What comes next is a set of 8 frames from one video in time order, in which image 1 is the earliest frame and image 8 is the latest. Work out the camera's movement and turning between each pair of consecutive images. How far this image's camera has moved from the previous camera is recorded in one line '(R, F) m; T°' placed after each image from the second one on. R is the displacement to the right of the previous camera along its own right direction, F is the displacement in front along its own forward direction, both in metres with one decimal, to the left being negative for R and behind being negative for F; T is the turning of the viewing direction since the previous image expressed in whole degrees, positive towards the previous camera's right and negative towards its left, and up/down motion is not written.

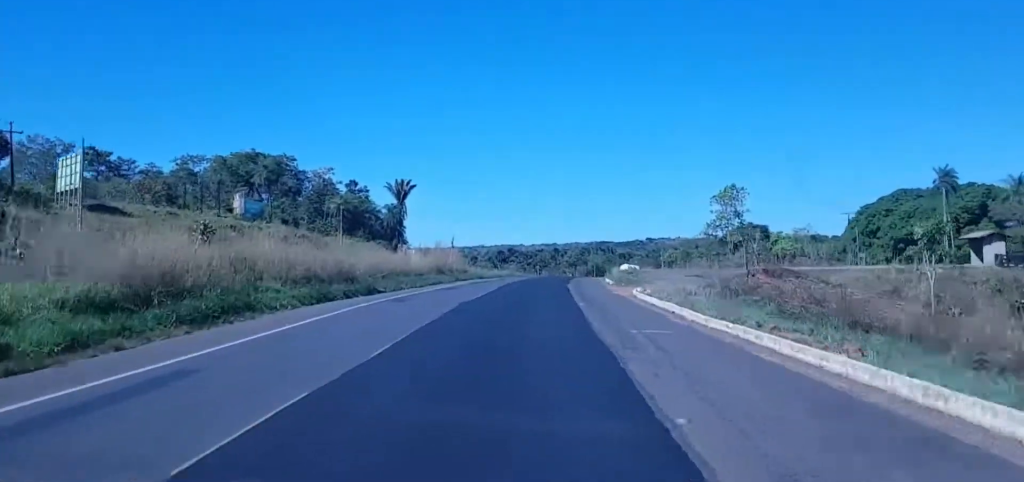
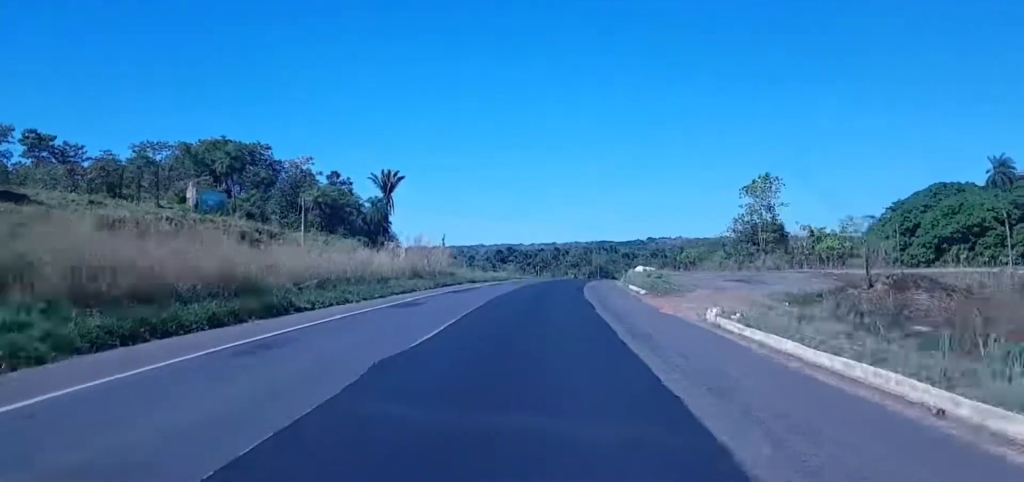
(-0.3, +19.2) m; 0°
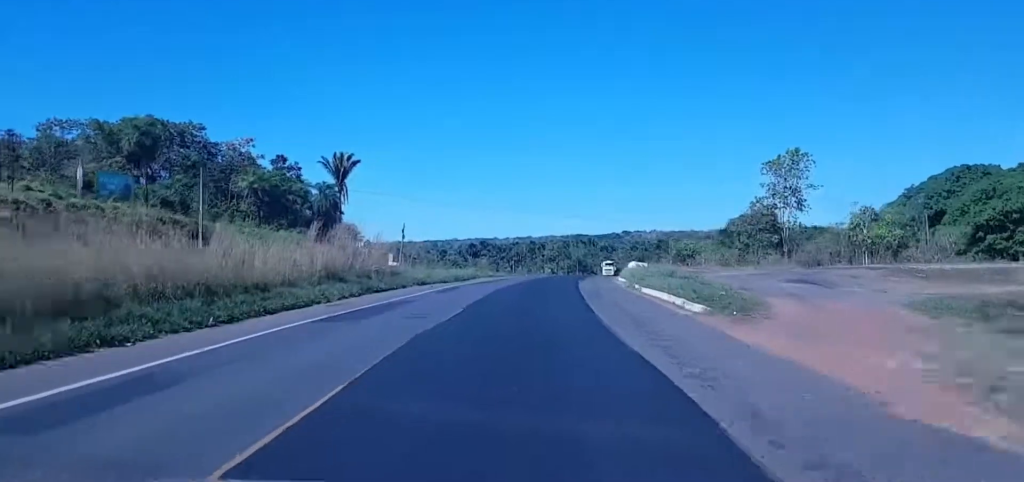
(+0.1, +22.7) m; +1°
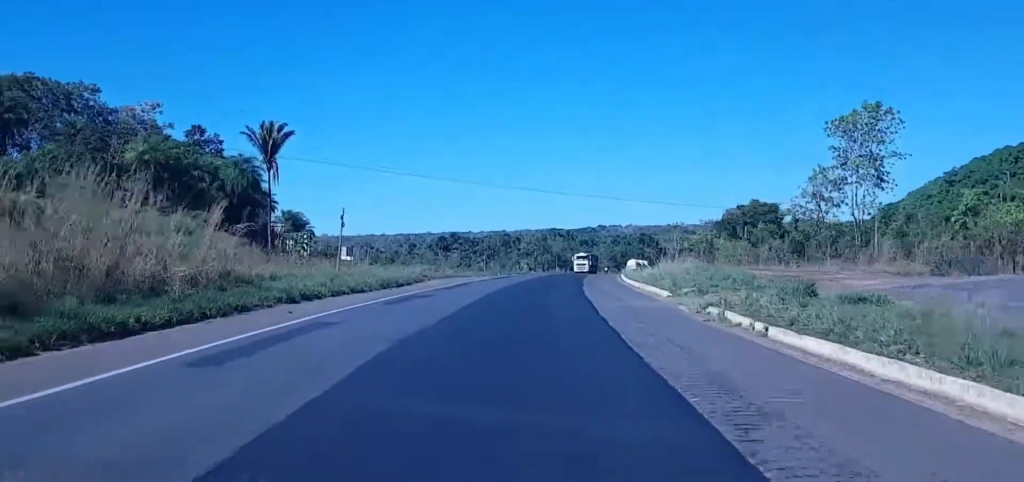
(+0.3, +30.0) m; +2°
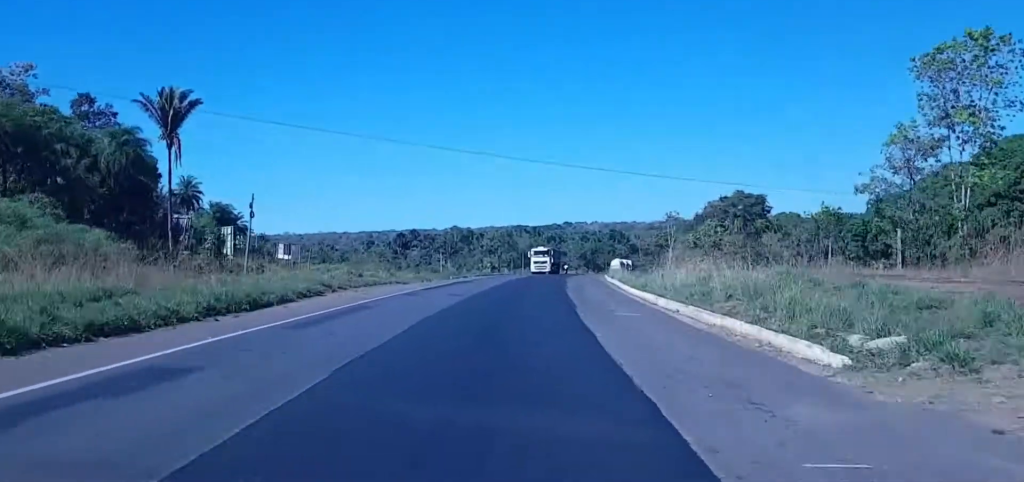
(+0.4, +23.9) m; +1°
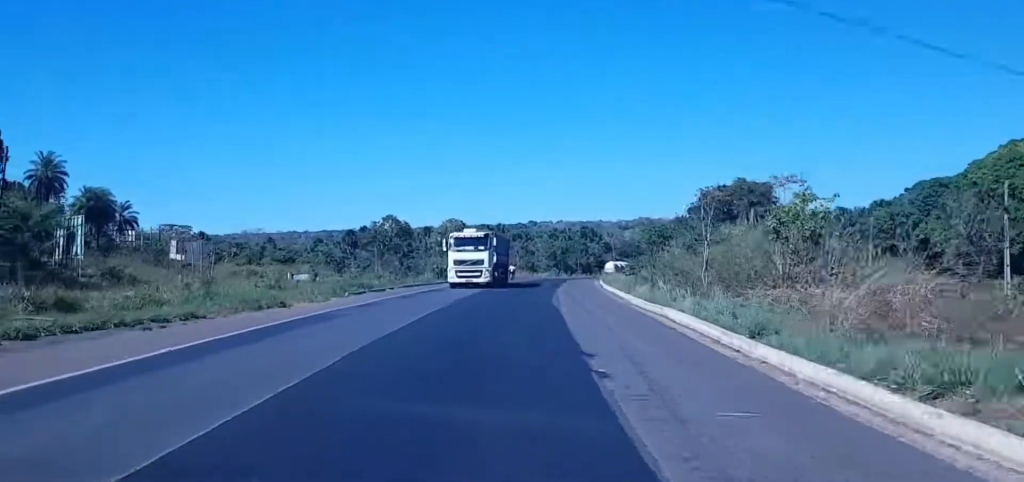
(+0.3, +37.5) m; +1°
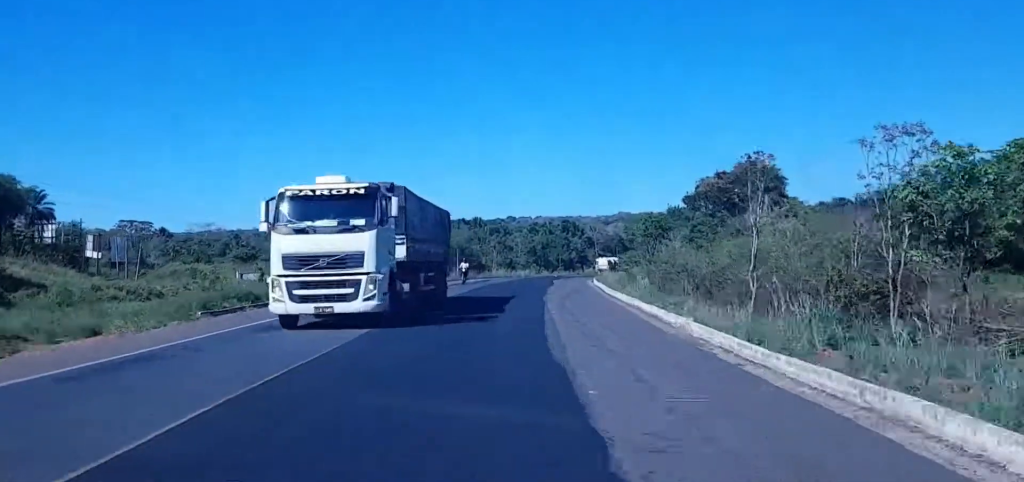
(-0.1, +19.6) m; +1°
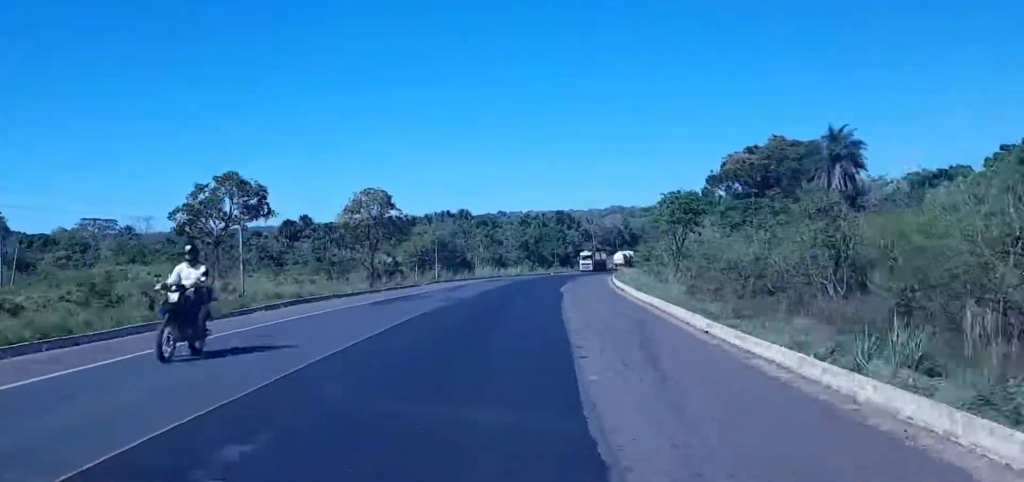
(+0.7, +29.6) m; +2°
